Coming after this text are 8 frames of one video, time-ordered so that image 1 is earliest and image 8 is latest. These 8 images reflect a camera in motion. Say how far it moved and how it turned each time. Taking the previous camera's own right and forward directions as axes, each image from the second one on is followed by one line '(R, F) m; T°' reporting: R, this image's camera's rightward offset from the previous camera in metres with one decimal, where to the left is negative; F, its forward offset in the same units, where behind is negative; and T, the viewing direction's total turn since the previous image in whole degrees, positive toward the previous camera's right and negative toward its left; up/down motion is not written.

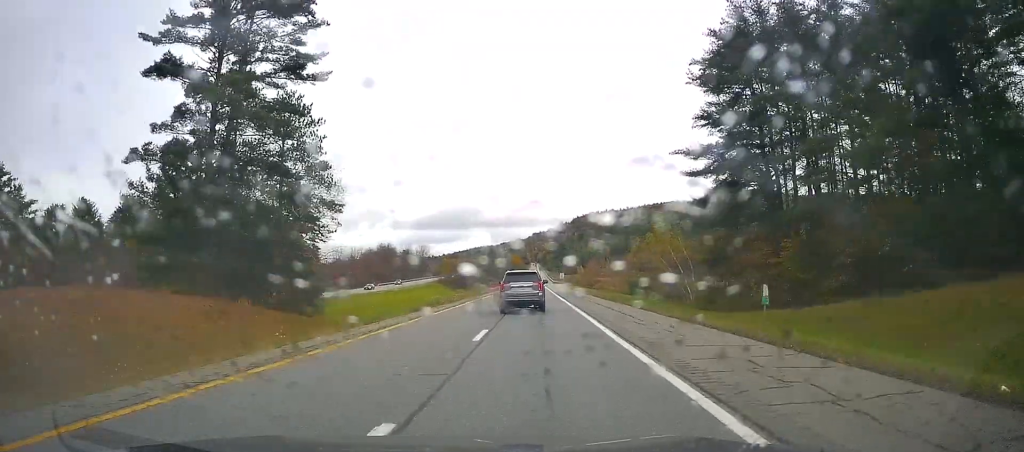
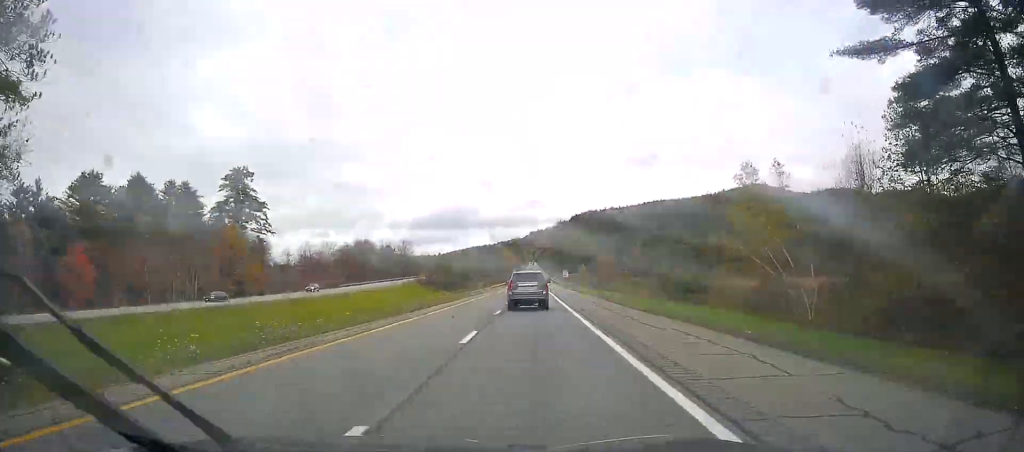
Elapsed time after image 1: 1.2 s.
(+0.3, +37.4) m; 0°
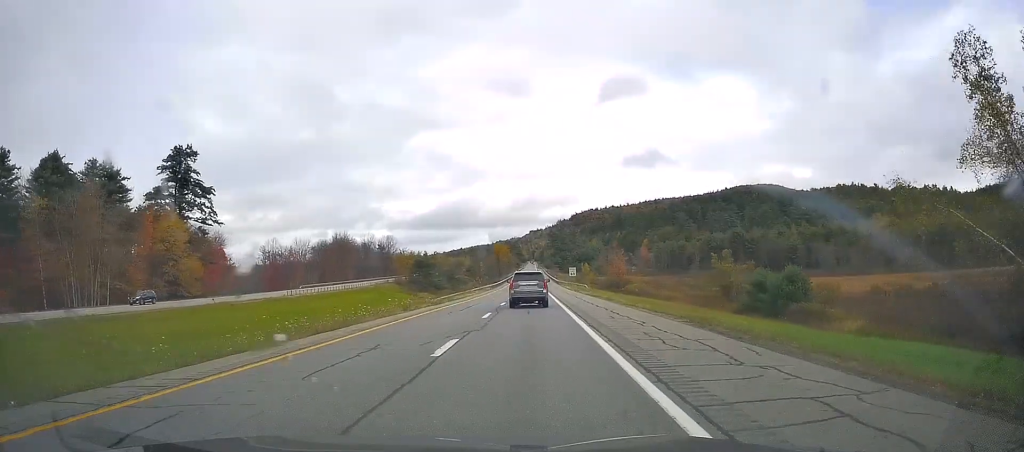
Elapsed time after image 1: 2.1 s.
(-0.2, +28.1) m; 0°
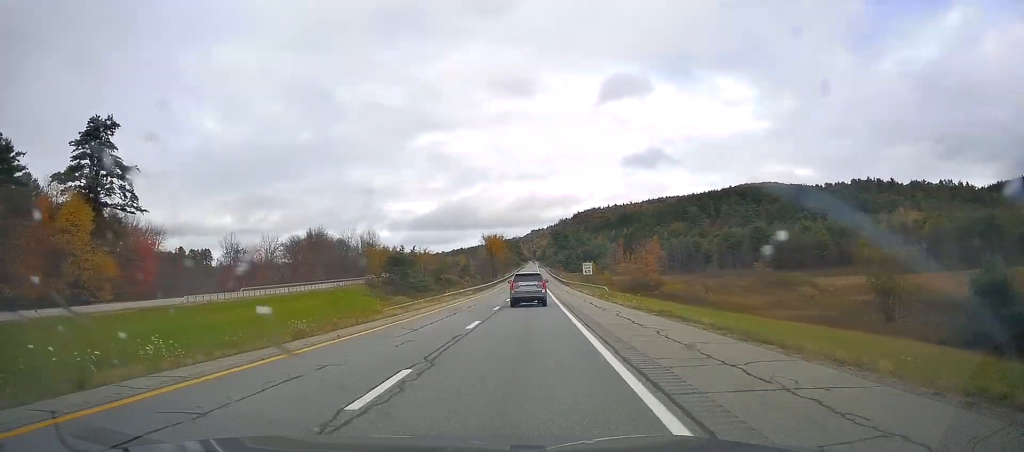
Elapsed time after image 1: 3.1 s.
(+0.3, +29.5) m; +1°
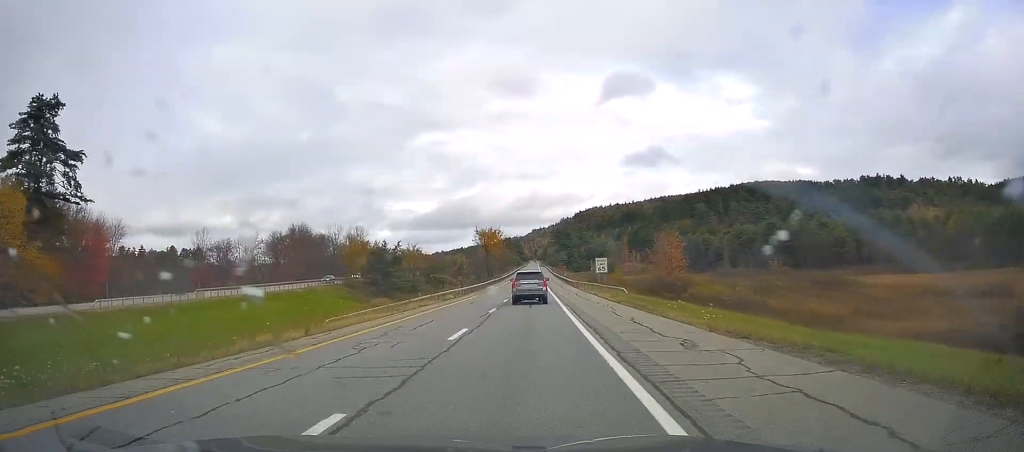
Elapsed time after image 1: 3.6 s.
(+0.4, +16.0) m; 0°
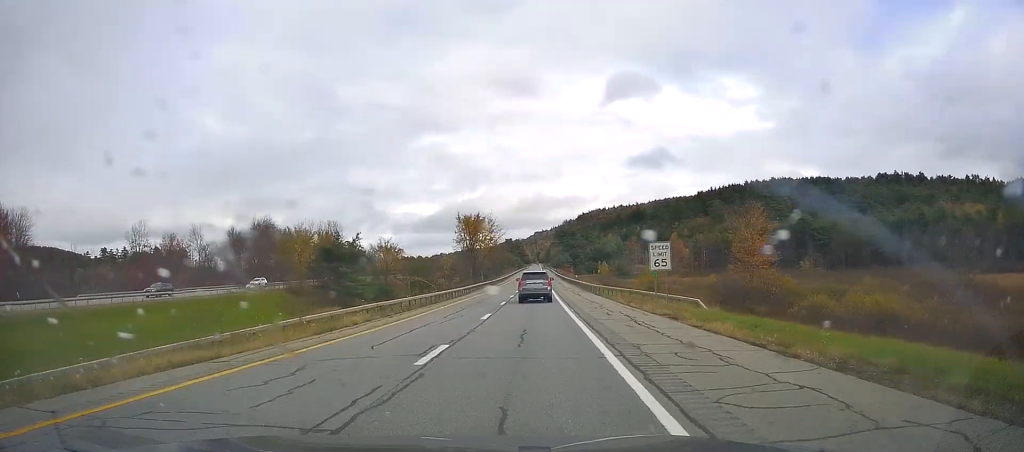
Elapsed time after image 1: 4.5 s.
(-0.7, +28.7) m; -1°
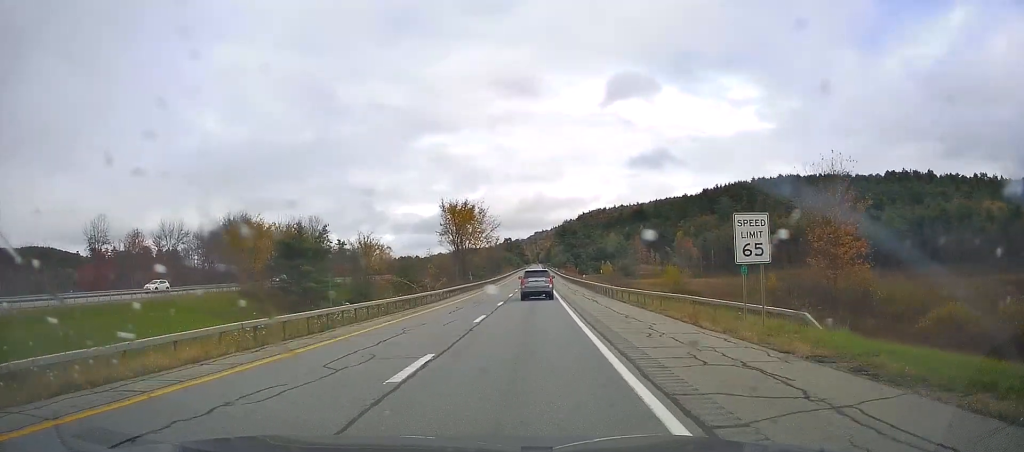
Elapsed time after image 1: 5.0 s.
(+0.1, +14.5) m; 0°
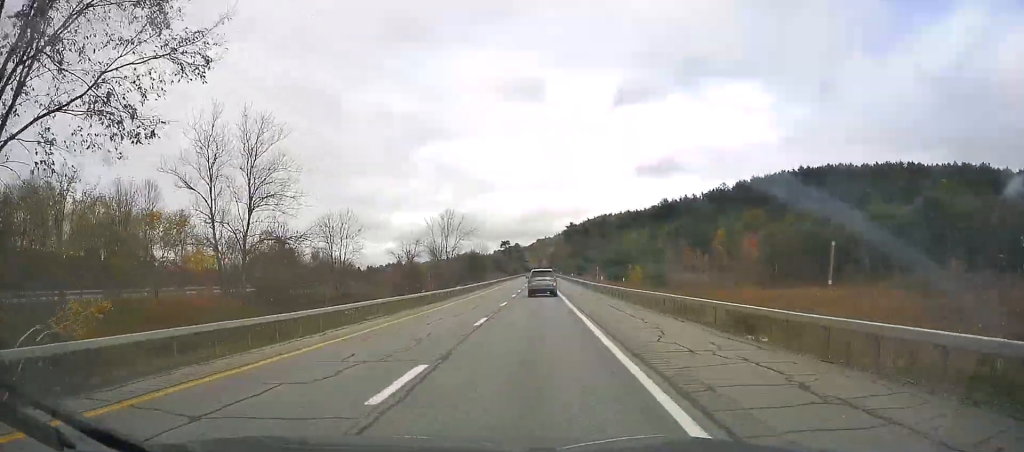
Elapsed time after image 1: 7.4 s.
(-1.1, +74.9) m; 0°
